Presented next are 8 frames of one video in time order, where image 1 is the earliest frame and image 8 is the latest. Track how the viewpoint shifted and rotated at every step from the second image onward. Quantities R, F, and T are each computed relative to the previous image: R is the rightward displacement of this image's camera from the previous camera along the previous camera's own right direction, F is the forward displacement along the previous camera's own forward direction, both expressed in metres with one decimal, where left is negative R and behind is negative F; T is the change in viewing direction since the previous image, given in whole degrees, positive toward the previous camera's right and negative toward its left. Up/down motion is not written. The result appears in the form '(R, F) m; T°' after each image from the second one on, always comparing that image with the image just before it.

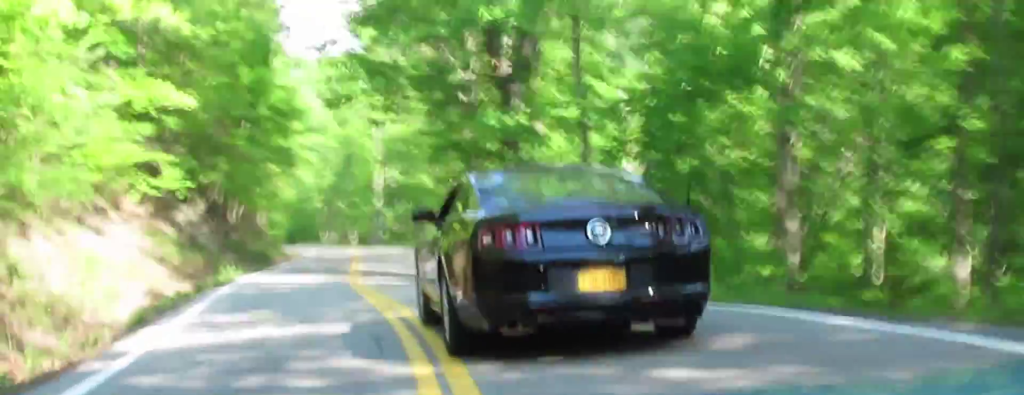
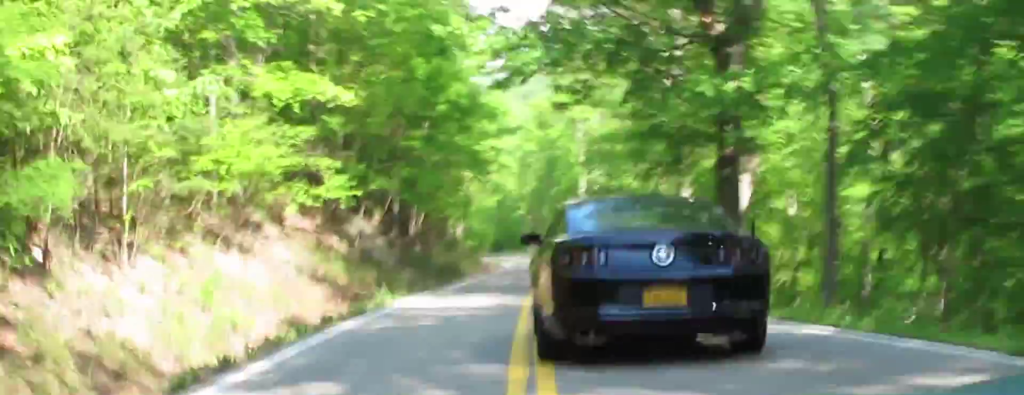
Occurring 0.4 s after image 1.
(+0.7, +6.7) m; +4°
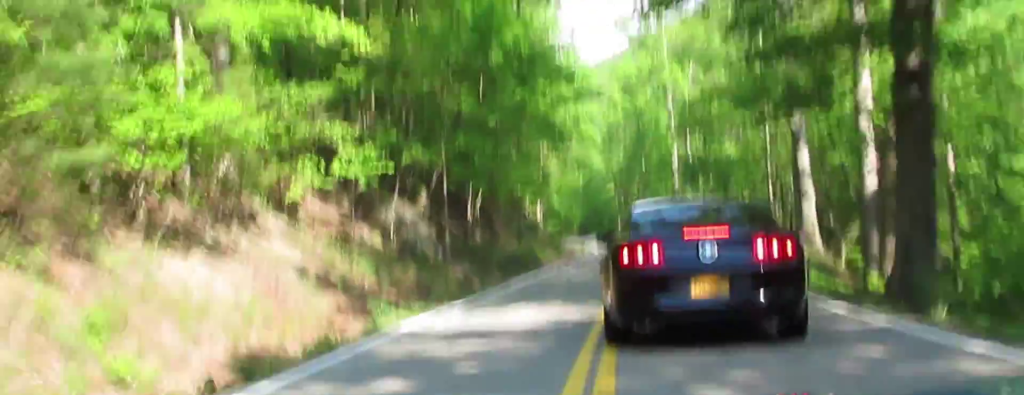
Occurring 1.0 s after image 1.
(-0.1, +11.1) m; 0°
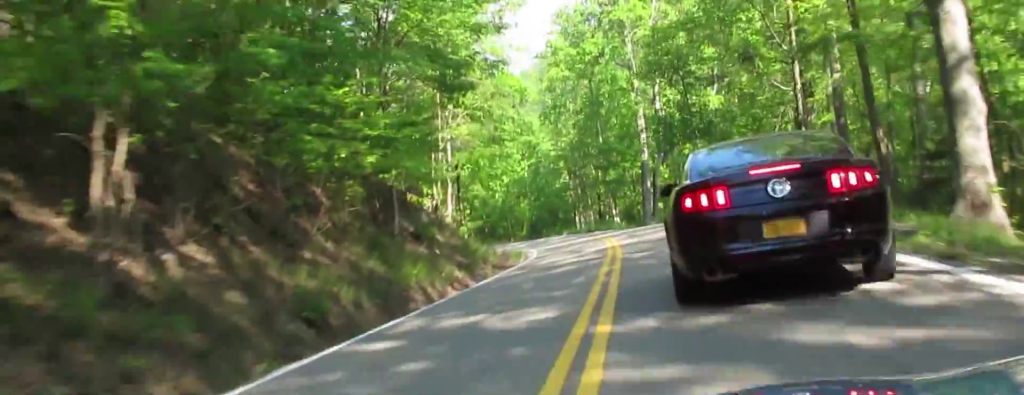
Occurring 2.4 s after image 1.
(-0.4, +32.7) m; -2°
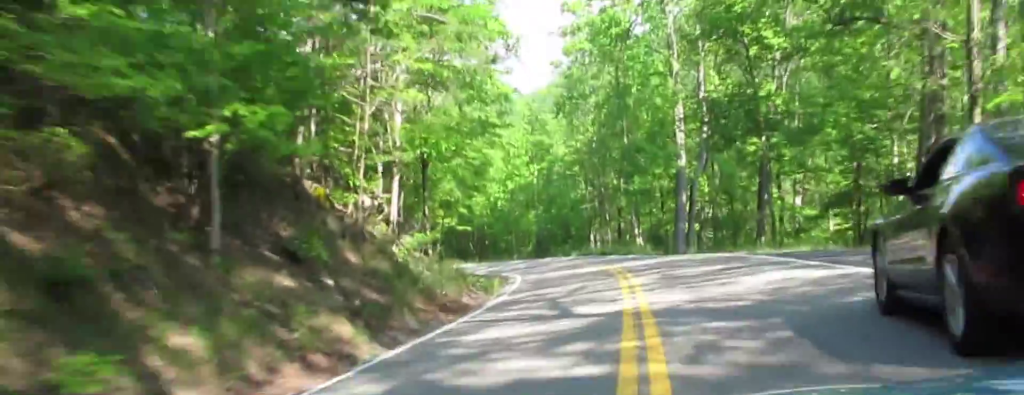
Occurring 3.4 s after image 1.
(-0.6, +24.6) m; -3°
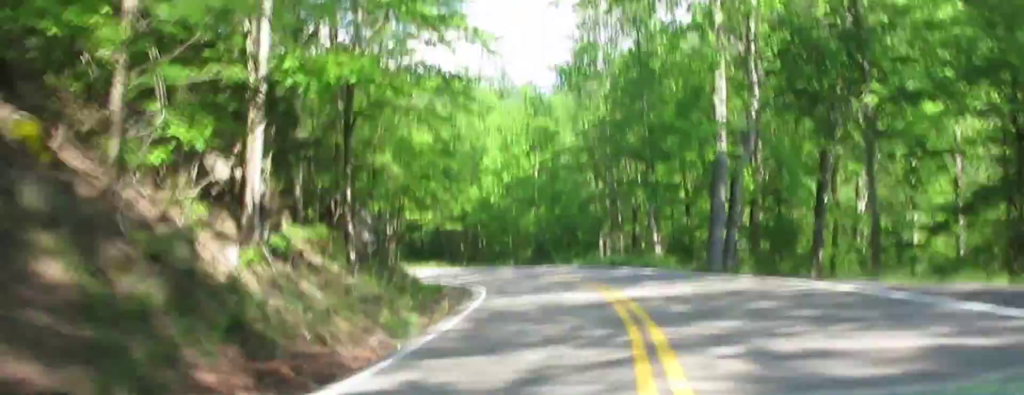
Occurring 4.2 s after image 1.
(-0.5, +16.5) m; -3°
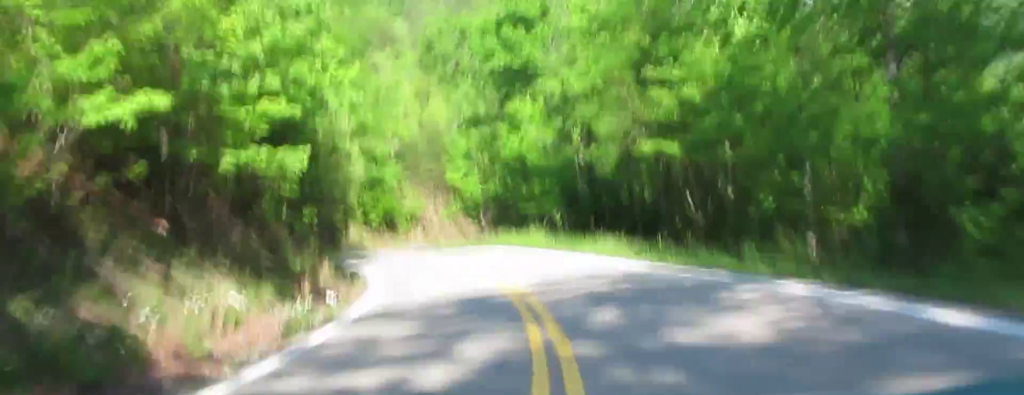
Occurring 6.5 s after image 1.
(-5.9, +44.1) m; -25°
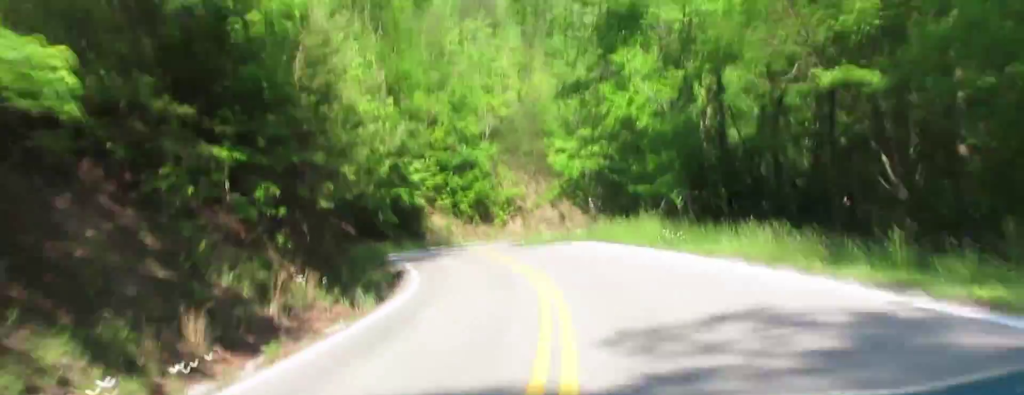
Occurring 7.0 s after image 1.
(-1.9, +11.6) m; +2°
